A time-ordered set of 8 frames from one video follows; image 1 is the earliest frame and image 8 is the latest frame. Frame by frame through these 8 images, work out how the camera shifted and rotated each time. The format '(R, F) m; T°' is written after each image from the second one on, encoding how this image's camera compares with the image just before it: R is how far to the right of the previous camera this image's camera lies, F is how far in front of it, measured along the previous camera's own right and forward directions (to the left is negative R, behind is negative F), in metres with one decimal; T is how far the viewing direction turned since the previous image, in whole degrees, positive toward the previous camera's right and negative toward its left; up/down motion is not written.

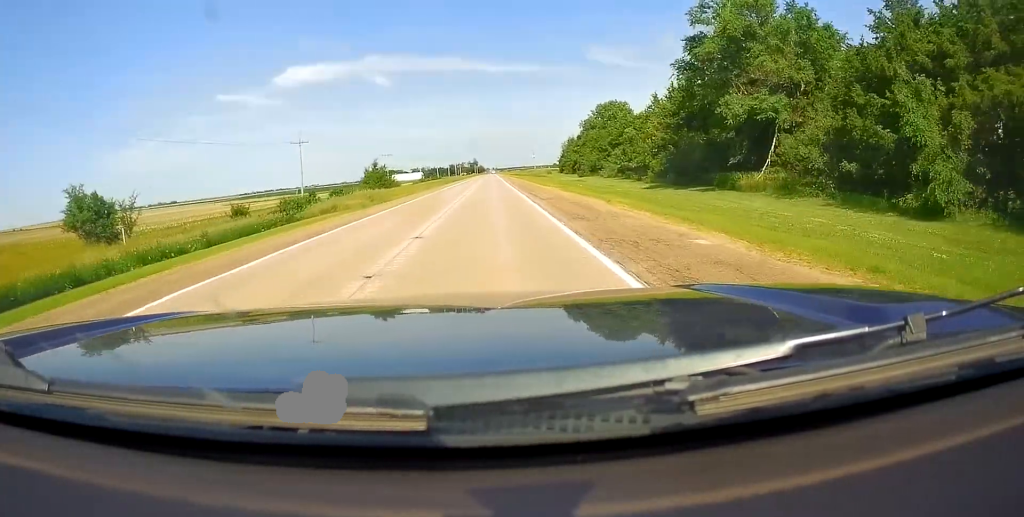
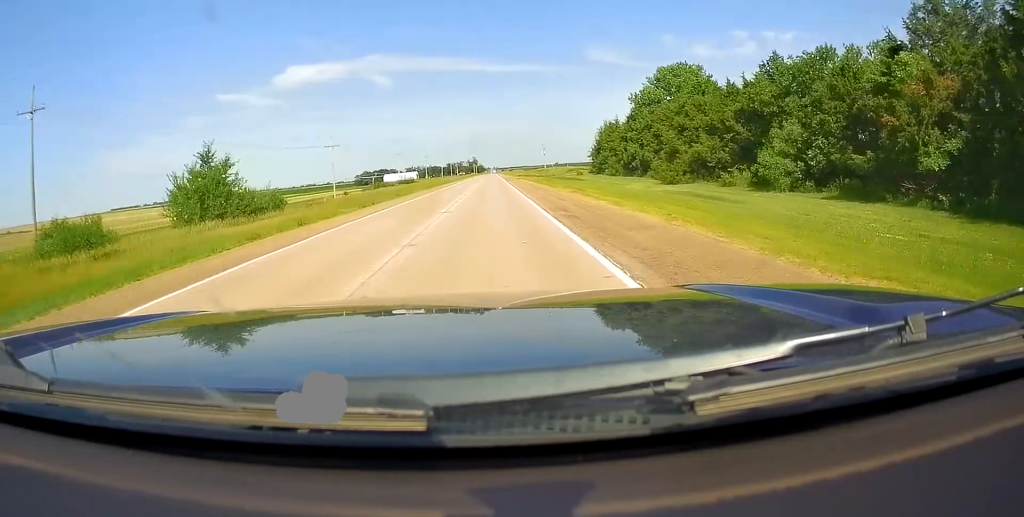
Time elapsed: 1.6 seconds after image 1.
(0.0, +48.6) m; 0°
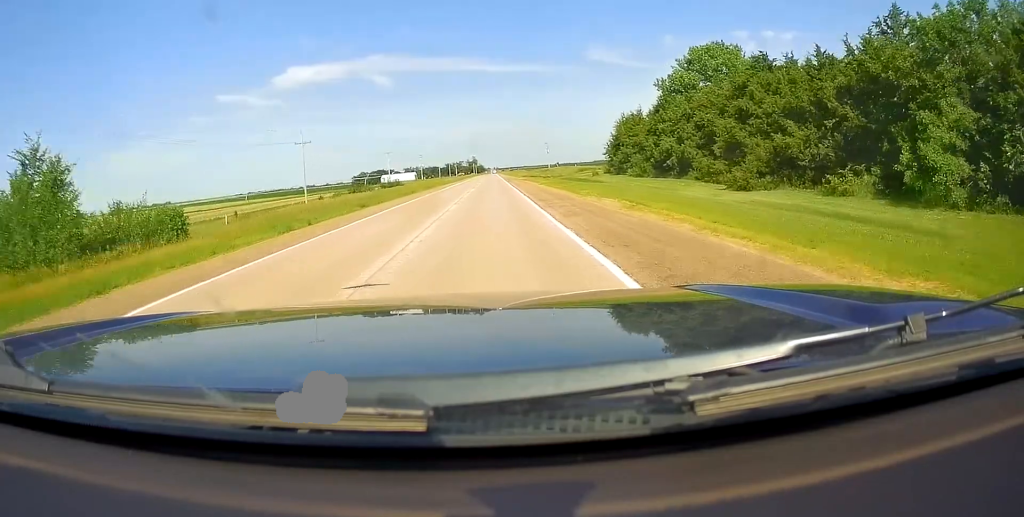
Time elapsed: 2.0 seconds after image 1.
(0.0, +14.5) m; 0°
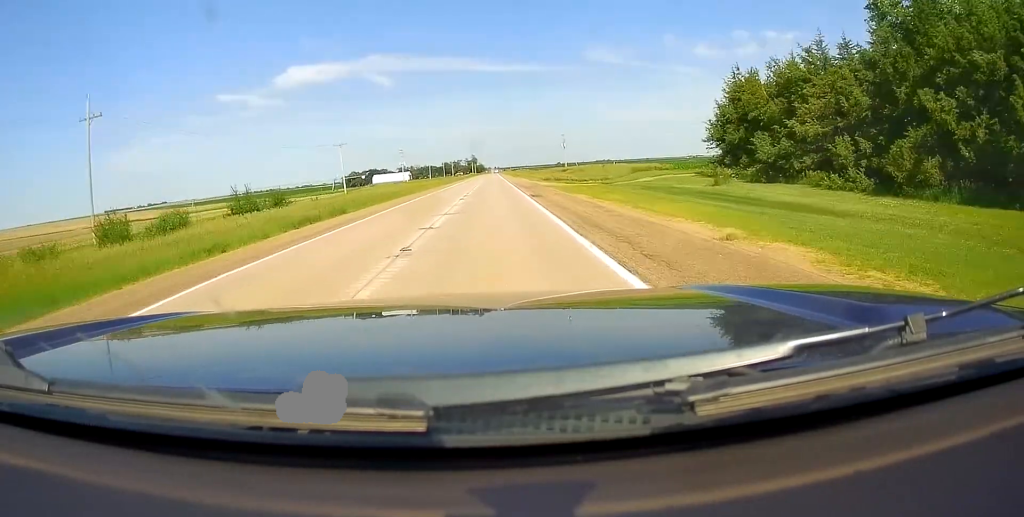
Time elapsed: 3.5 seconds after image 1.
(0.0, +44.6) m; 0°
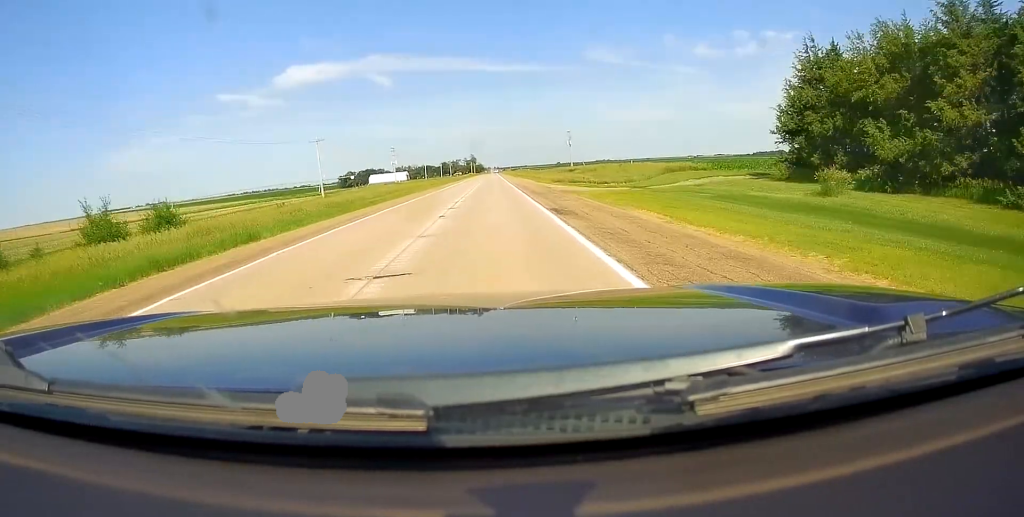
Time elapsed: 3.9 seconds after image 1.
(0.0, +13.0) m; 0°
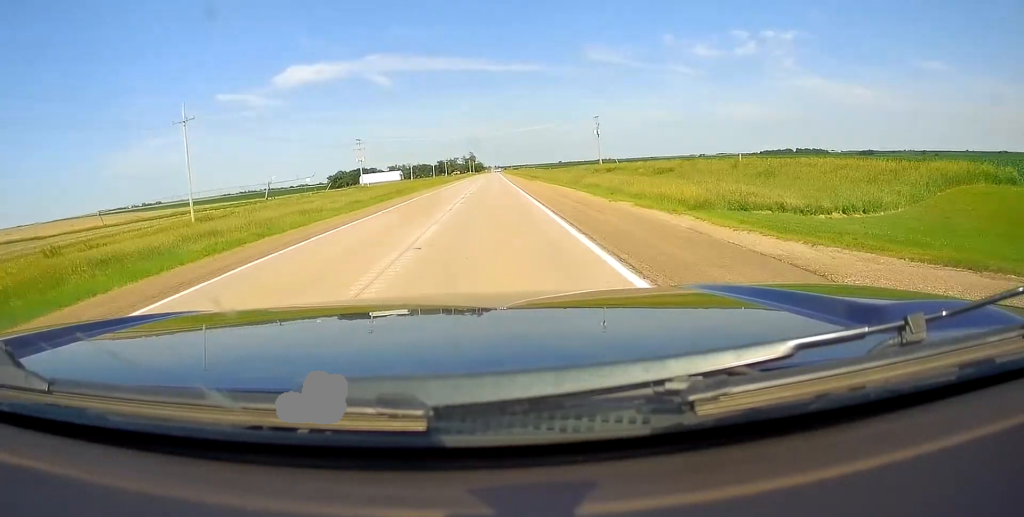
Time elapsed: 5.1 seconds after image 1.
(0.0, +38.7) m; 0°
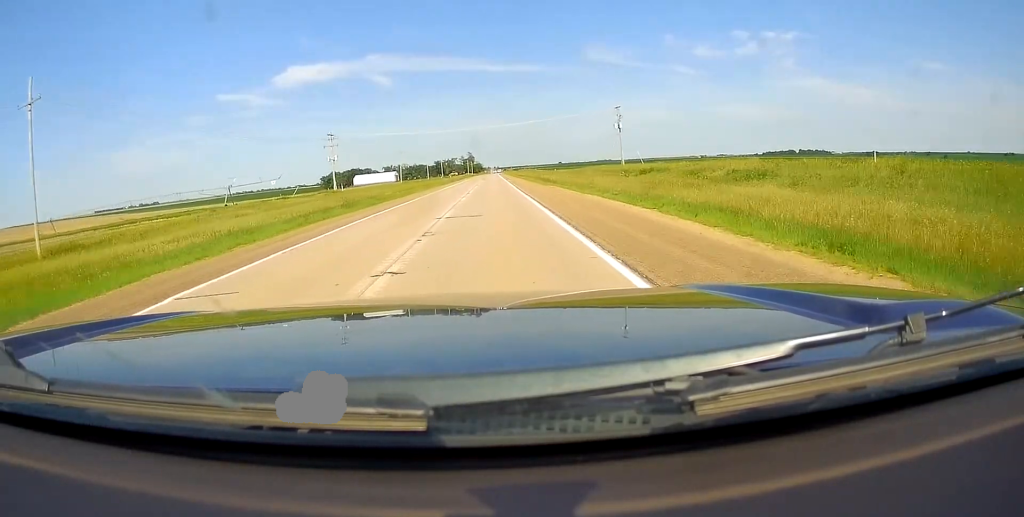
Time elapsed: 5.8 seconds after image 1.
(0.0, +19.2) m; 0°
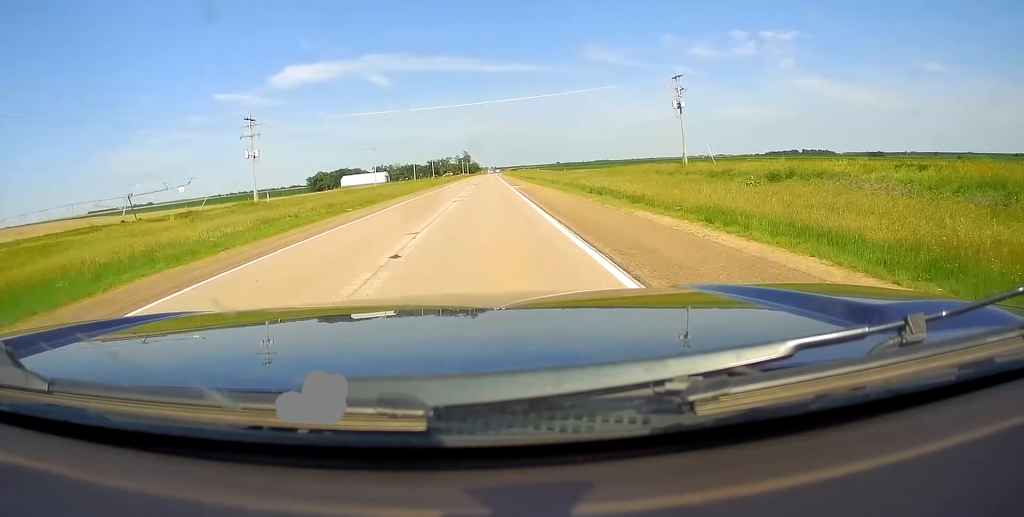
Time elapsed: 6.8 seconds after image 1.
(0.0, +31.0) m; 0°
